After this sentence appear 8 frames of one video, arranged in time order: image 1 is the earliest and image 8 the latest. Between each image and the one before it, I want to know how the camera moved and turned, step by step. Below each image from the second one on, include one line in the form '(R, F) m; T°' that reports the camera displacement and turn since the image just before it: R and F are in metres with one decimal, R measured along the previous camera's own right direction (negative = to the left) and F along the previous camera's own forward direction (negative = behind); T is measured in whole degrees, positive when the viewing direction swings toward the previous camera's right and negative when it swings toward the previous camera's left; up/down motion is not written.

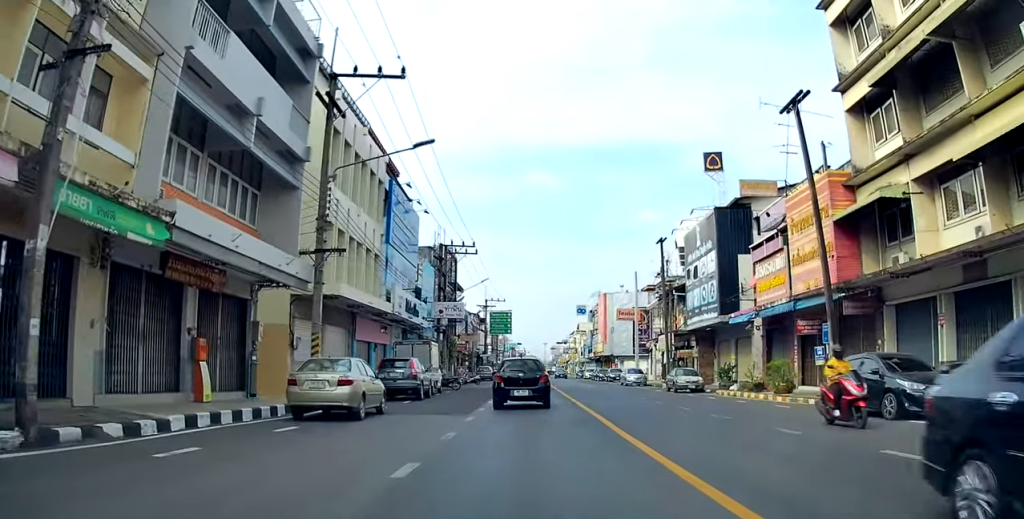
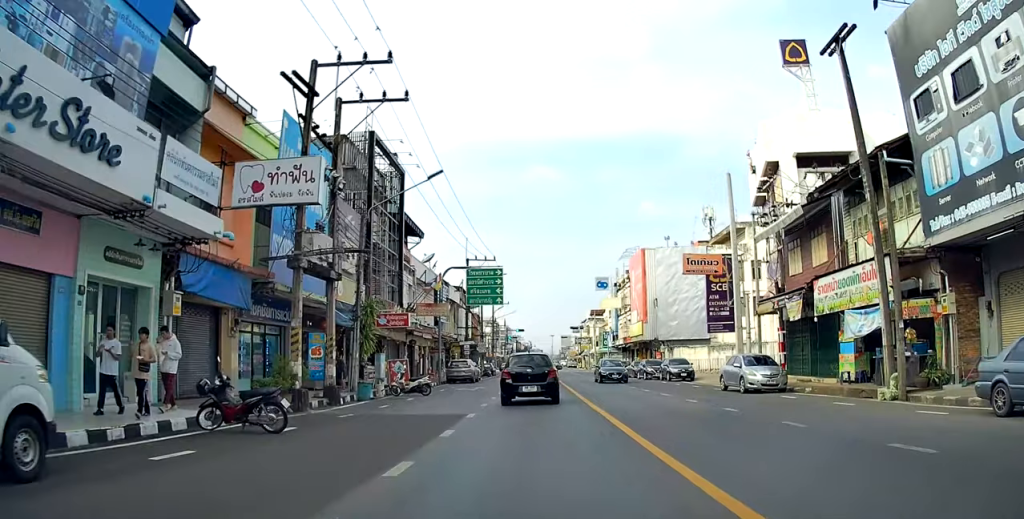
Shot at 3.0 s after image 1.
(-0.6, +27.1) m; +1°
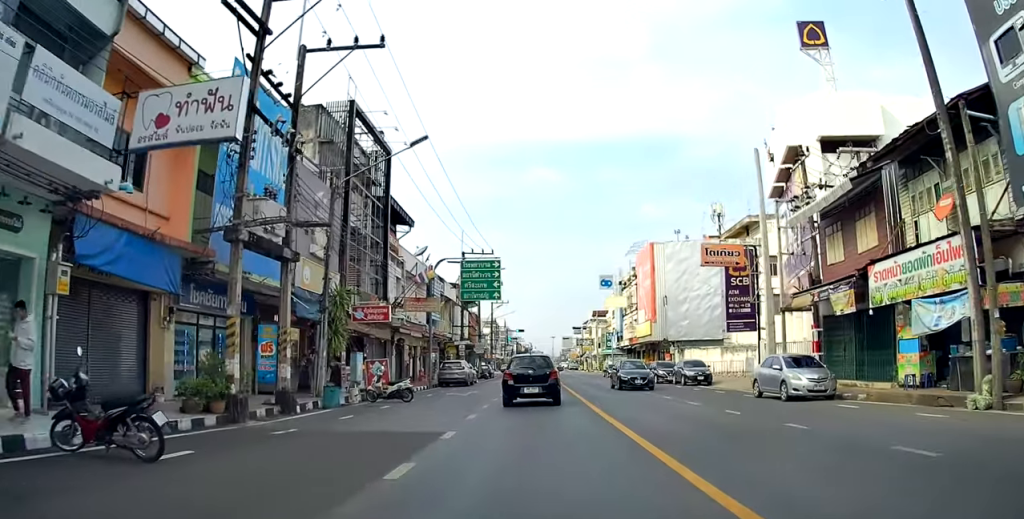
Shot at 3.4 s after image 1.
(+0.4, +4.0) m; 0°
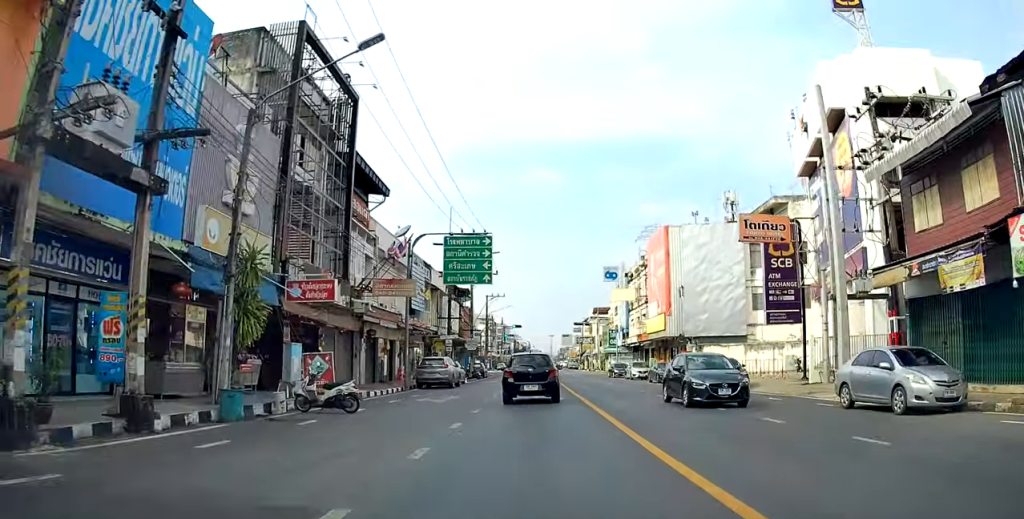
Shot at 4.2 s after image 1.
(+0.2, +7.0) m; -1°
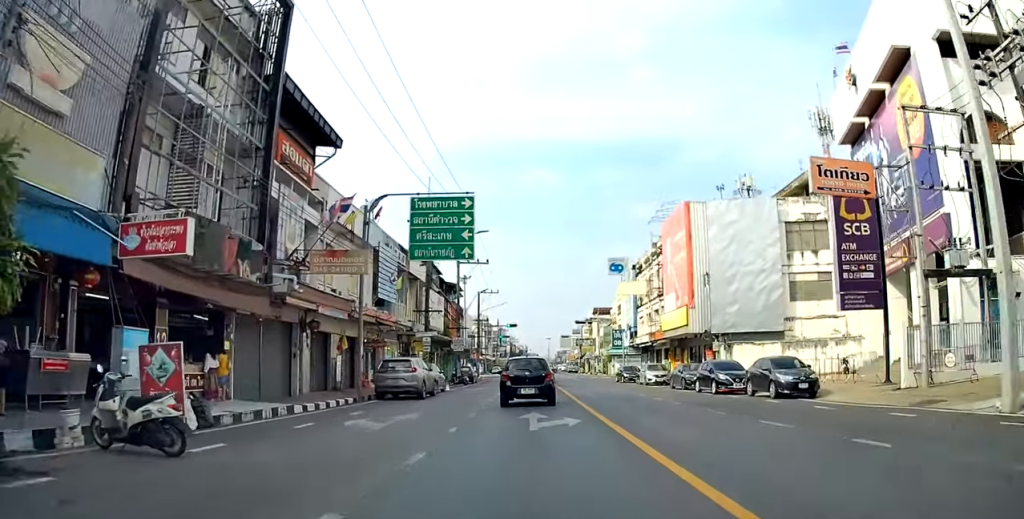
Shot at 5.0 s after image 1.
(-0.5, +8.2) m; -4°
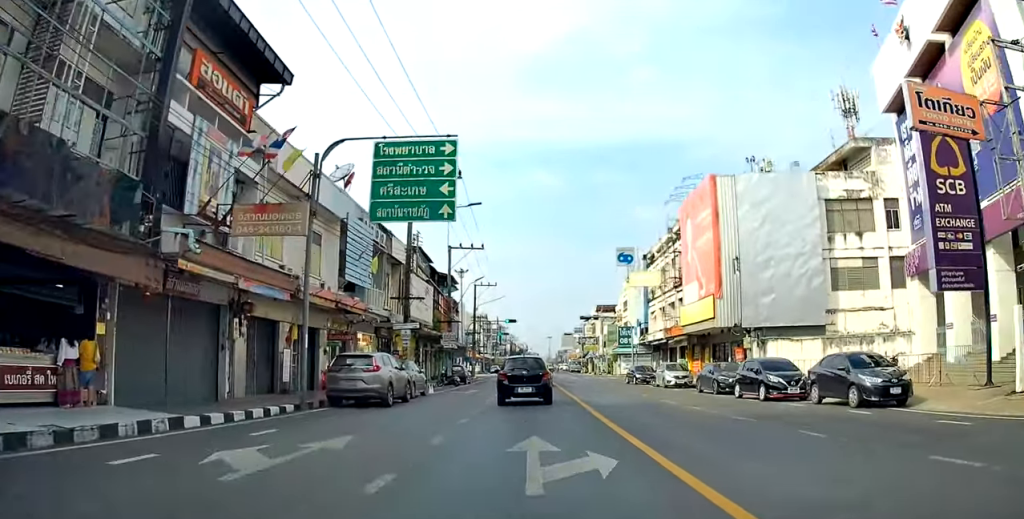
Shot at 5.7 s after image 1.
(0.0, +6.1) m; 0°
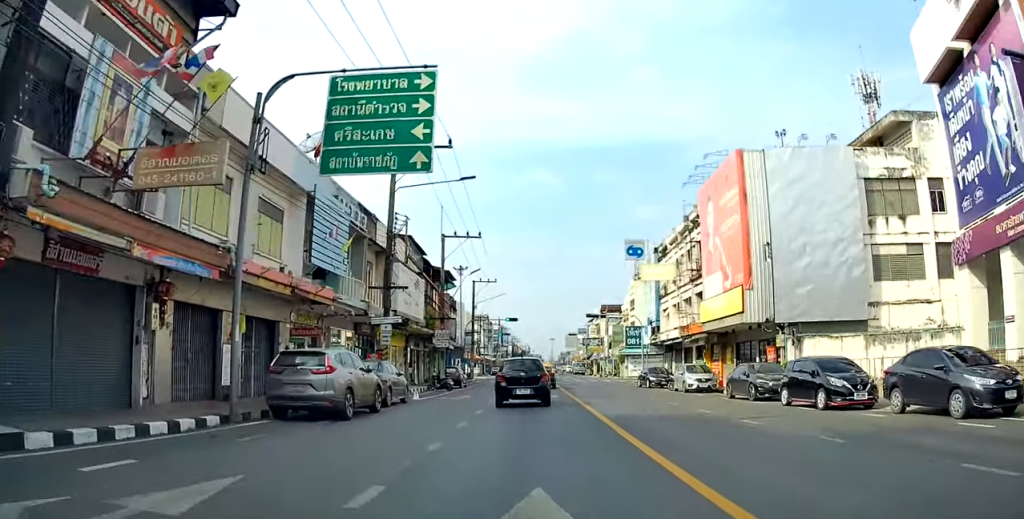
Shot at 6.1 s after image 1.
(0.0, +4.6) m; 0°
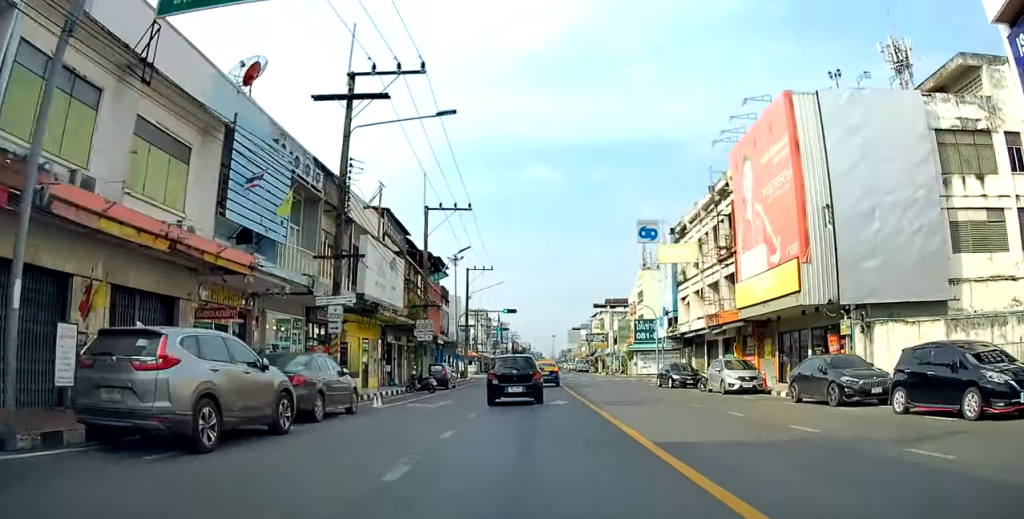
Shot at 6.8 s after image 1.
(0.0, +6.5) m; 0°
